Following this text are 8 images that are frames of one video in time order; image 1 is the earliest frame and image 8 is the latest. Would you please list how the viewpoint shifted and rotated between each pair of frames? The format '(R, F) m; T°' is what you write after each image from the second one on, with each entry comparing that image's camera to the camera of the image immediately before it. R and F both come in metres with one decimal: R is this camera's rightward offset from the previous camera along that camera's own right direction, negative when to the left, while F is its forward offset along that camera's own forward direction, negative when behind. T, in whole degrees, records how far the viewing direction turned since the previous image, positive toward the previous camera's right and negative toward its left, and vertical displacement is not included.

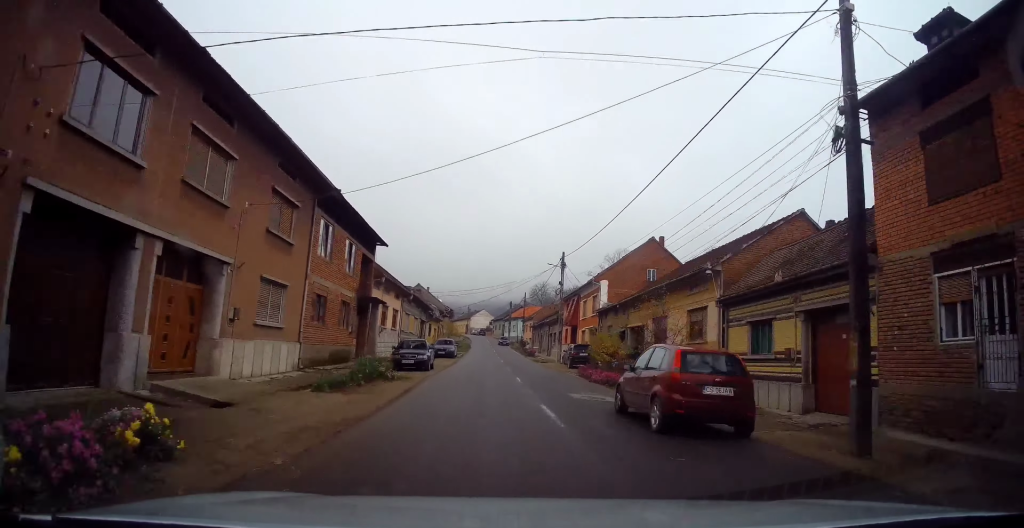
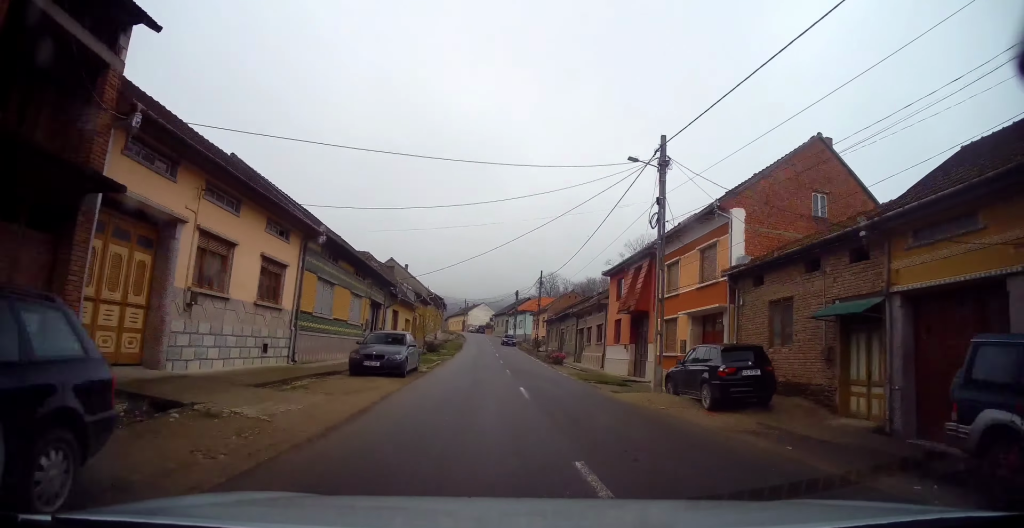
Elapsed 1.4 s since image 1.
(+0.2, +23.1) m; +1°
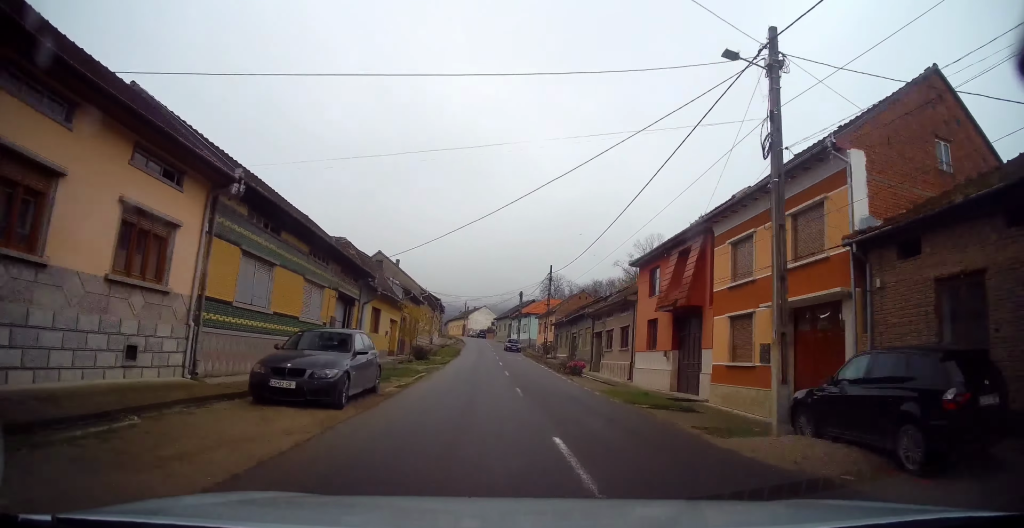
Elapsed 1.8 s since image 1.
(-0.1, +7.1) m; 0°
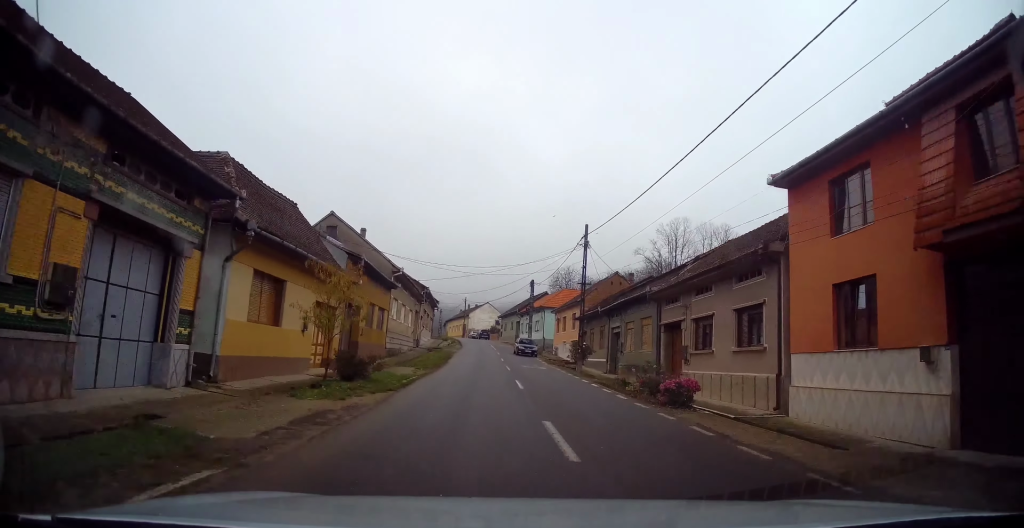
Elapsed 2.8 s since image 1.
(+0.3, +16.1) m; -1°
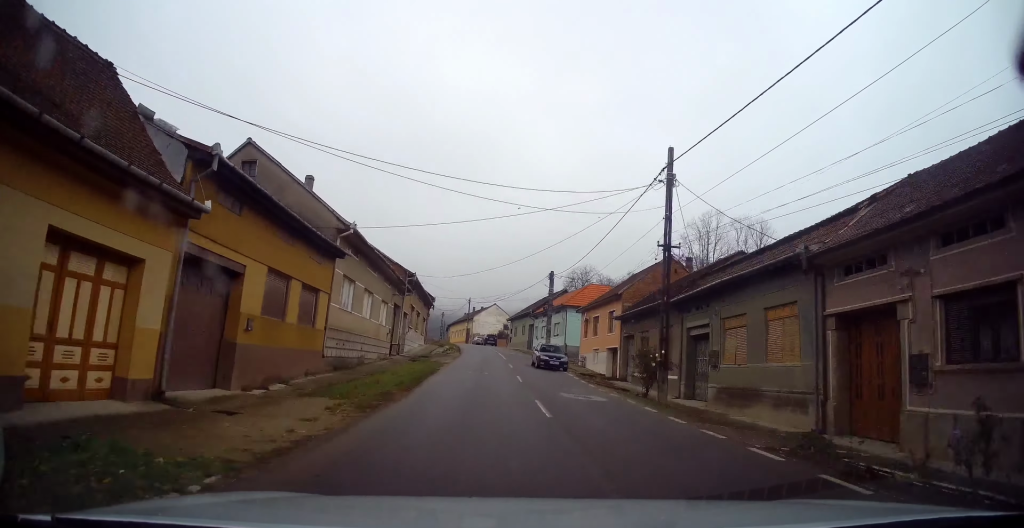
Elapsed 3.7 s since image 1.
(-0.4, +13.5) m; -1°
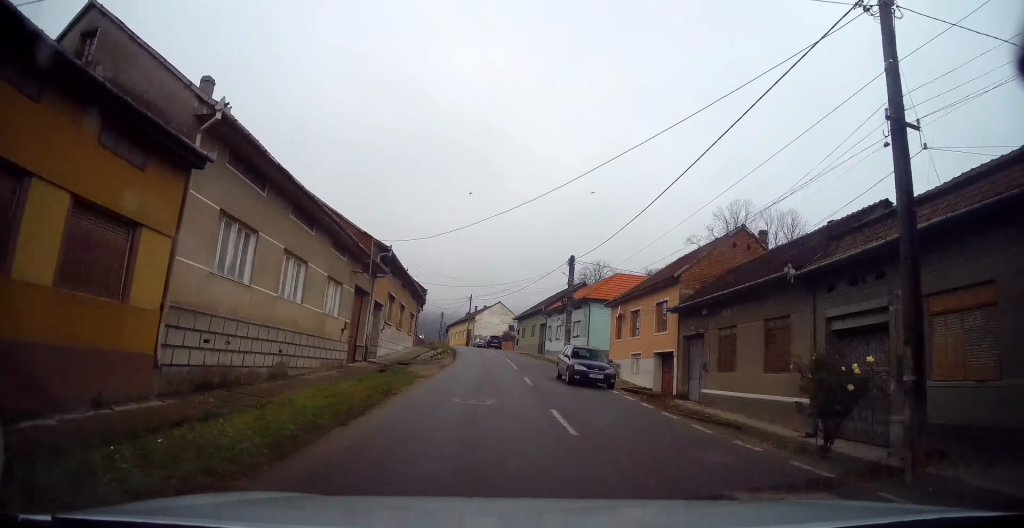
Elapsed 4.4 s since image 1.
(+0.1, +10.5) m; 0°
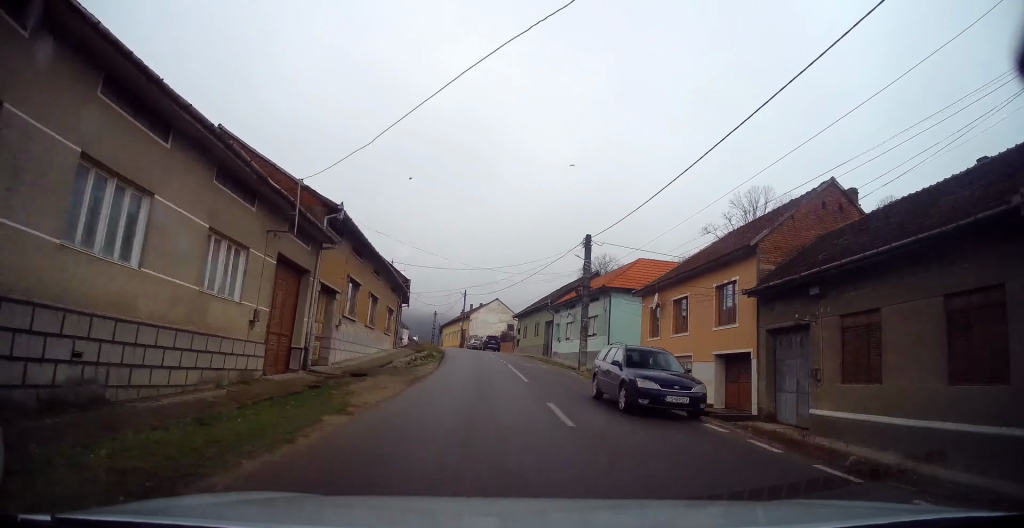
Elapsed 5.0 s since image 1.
(+0.1, +8.3) m; 0°
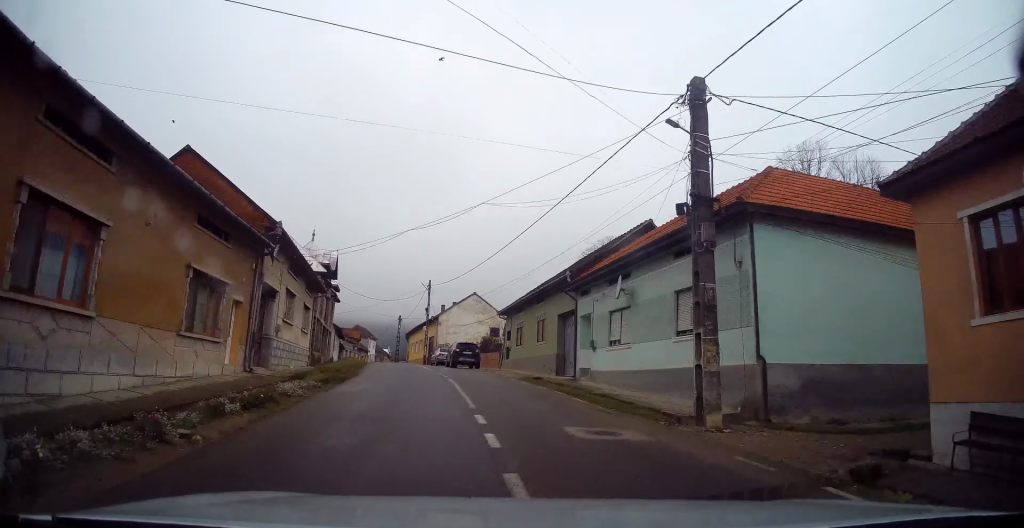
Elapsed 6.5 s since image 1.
(+0.3, +21.8) m; -1°
